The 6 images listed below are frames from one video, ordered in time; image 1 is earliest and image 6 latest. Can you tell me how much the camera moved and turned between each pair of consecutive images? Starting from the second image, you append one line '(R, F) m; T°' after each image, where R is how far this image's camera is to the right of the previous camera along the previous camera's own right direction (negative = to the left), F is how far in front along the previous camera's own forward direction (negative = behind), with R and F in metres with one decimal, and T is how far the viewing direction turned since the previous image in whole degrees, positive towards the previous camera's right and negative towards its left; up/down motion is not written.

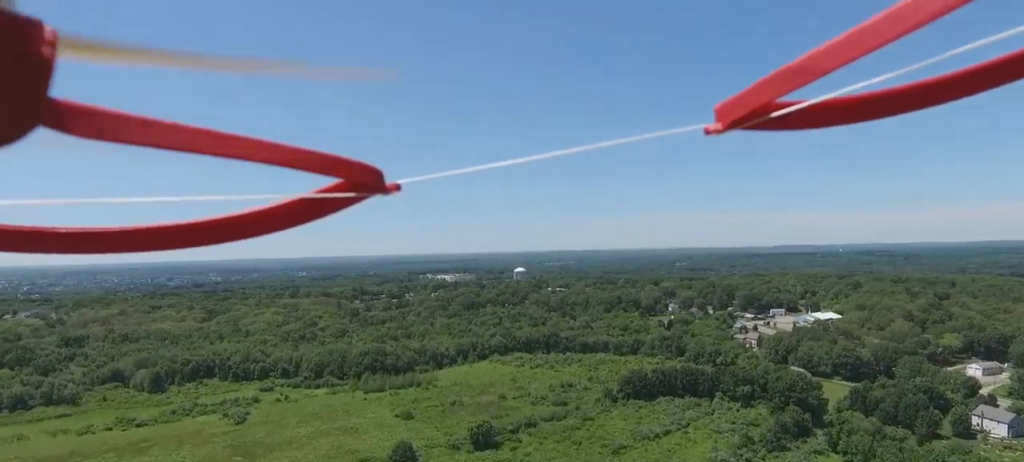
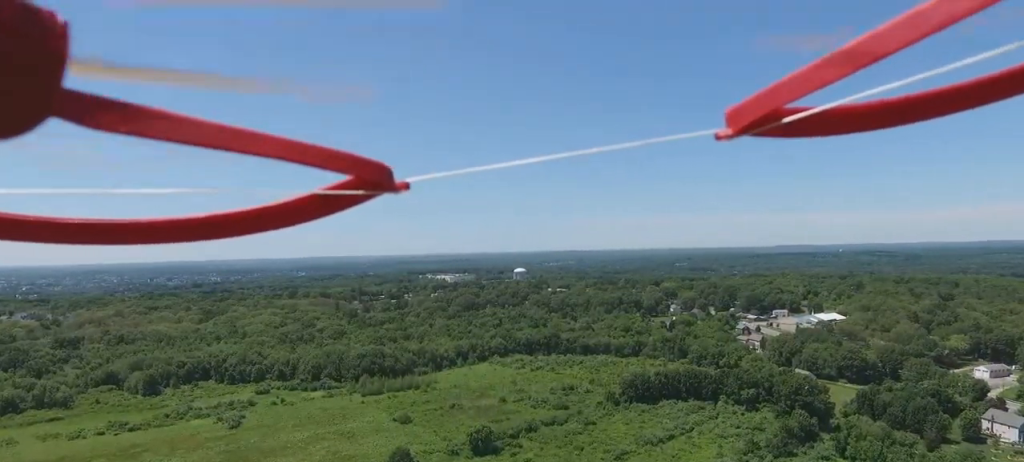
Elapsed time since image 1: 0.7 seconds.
(0.0, +5.7) m; -1°
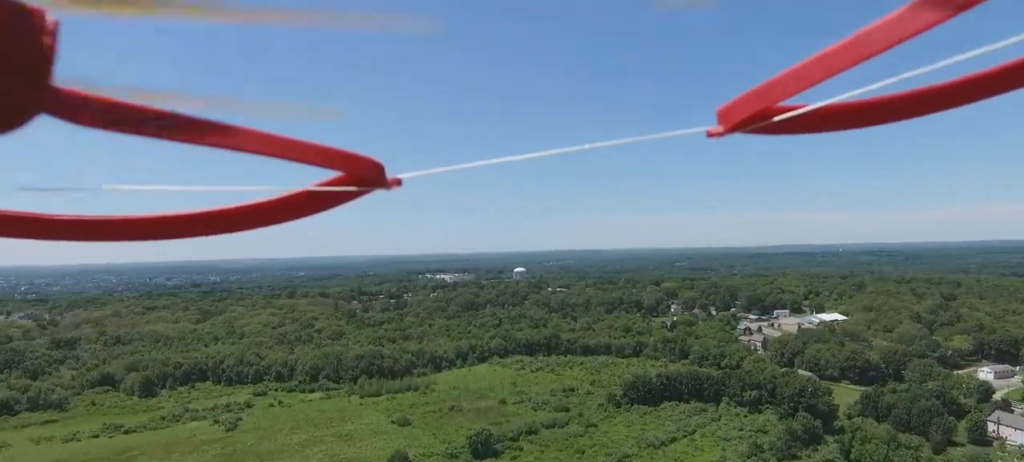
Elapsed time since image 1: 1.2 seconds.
(0.0, +3.4) m; 0°
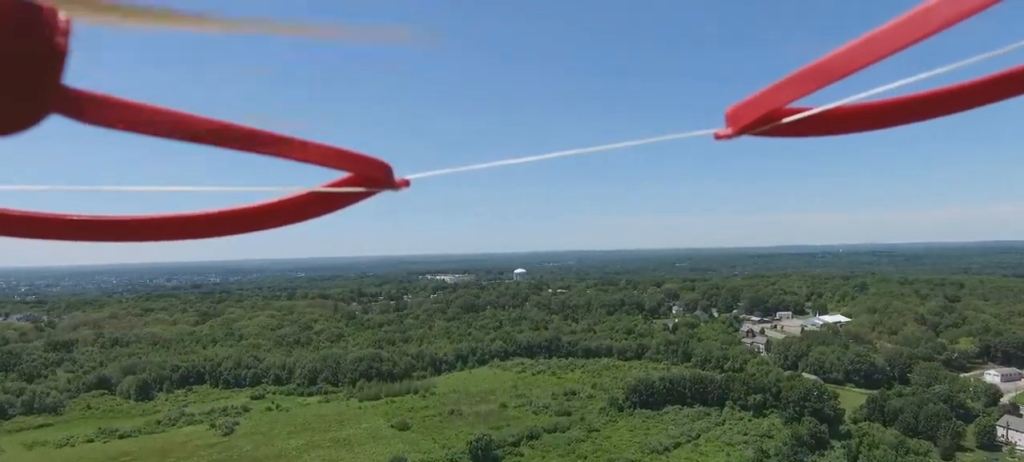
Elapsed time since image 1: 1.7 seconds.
(0.0, +4.1) m; 0°
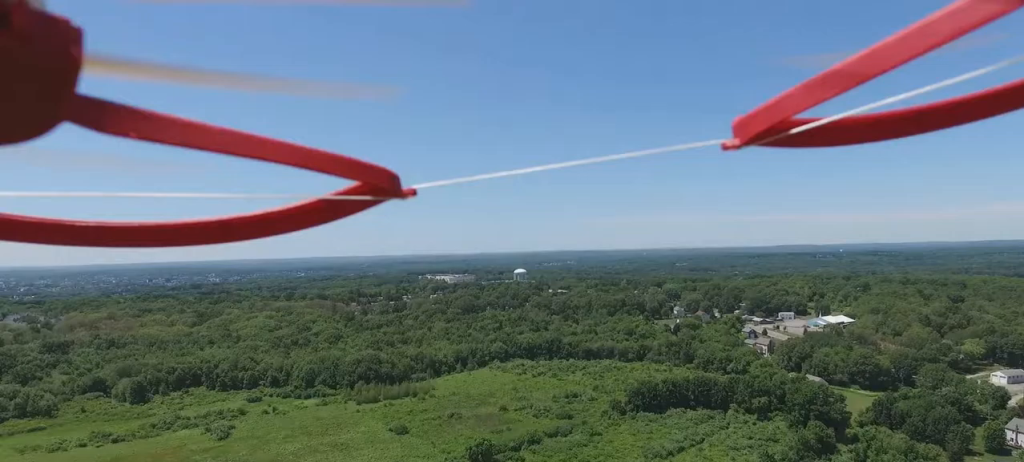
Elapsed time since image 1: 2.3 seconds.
(0.0, +4.9) m; 0°
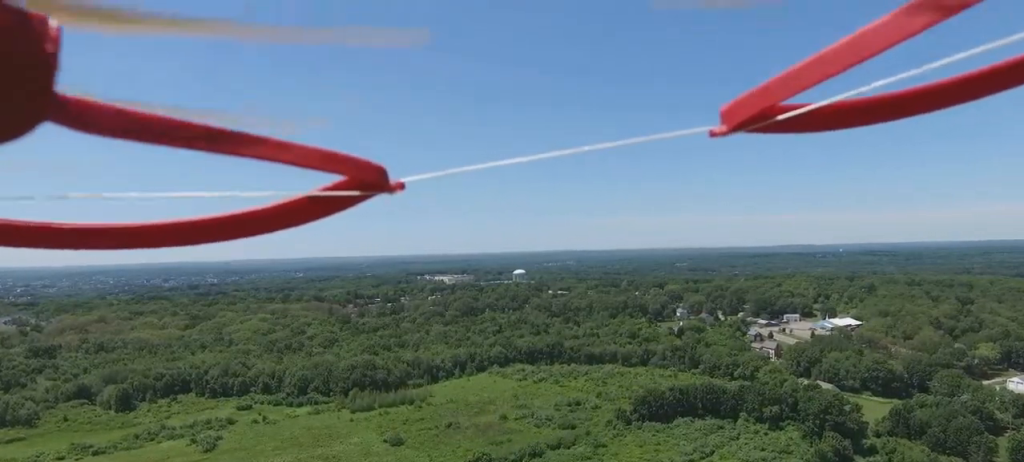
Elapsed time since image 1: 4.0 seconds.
(+0.1, +12.8) m; 0°
